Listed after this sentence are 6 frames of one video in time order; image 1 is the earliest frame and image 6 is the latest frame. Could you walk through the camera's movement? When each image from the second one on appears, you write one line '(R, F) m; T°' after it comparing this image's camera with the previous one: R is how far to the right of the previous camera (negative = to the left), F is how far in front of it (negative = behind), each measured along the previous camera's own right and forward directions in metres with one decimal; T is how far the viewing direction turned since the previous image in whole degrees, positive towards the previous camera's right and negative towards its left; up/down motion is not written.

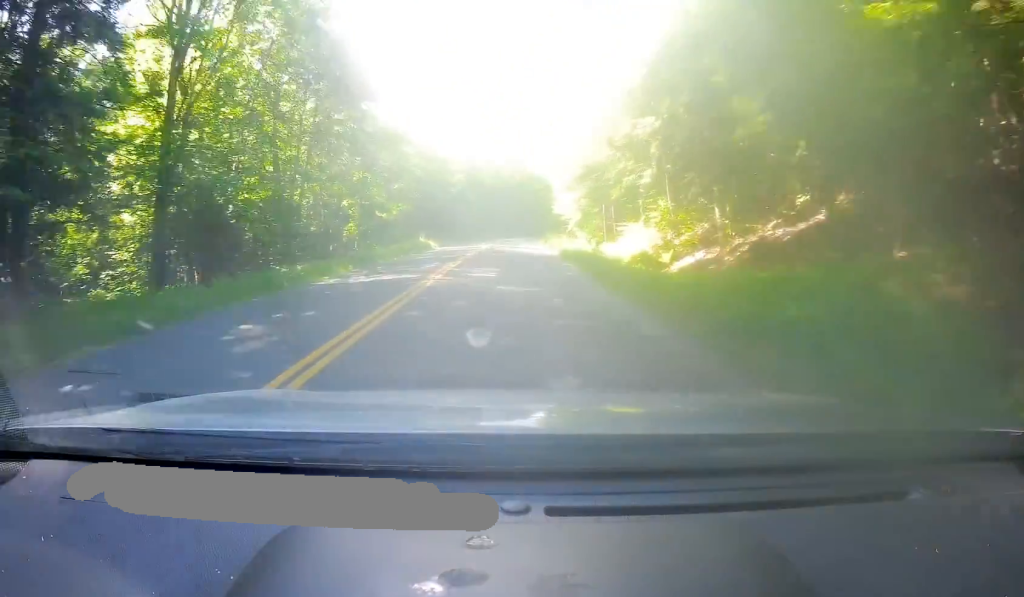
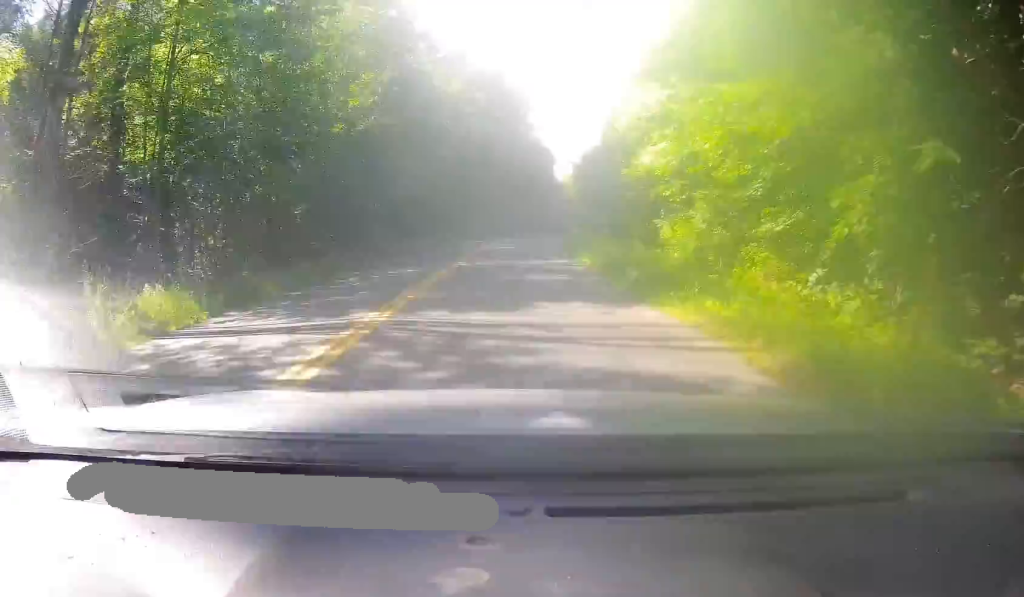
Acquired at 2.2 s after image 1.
(+0.1, +38.2) m; +2°
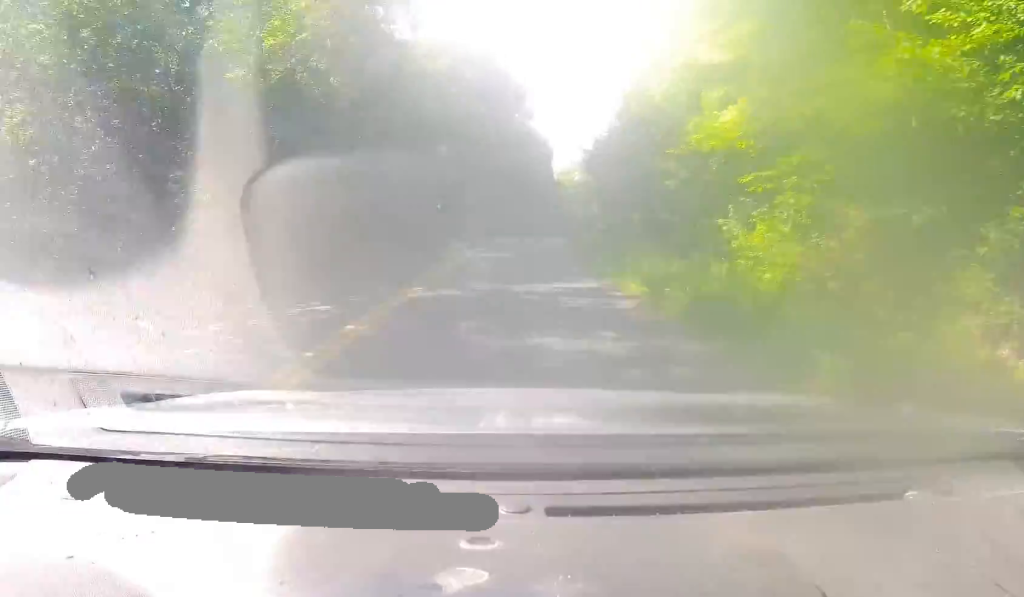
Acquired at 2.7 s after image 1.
(+0.3, +9.2) m; 0°
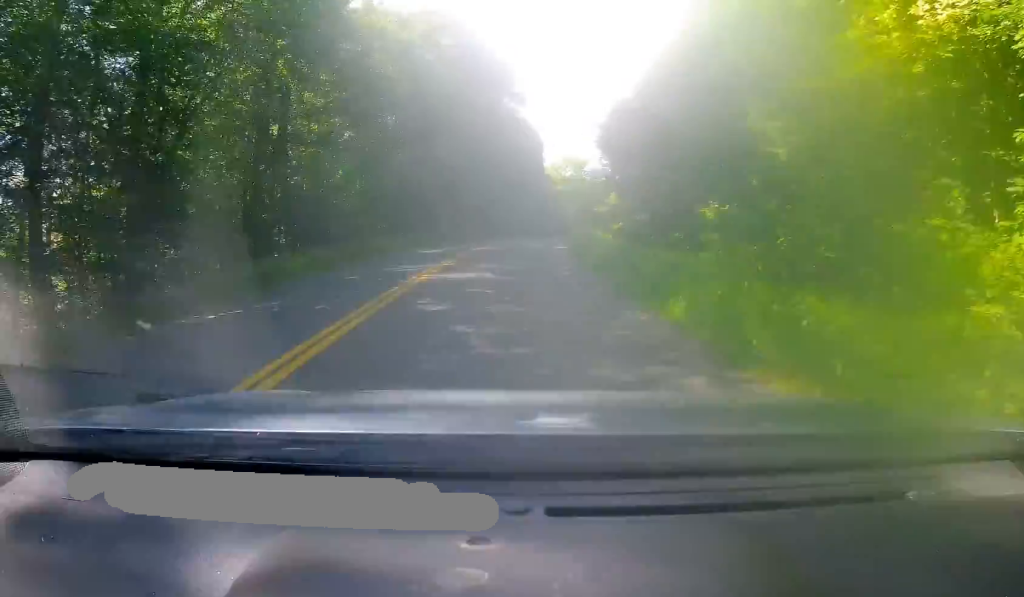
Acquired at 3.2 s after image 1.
(-0.1, +10.5) m; 0°
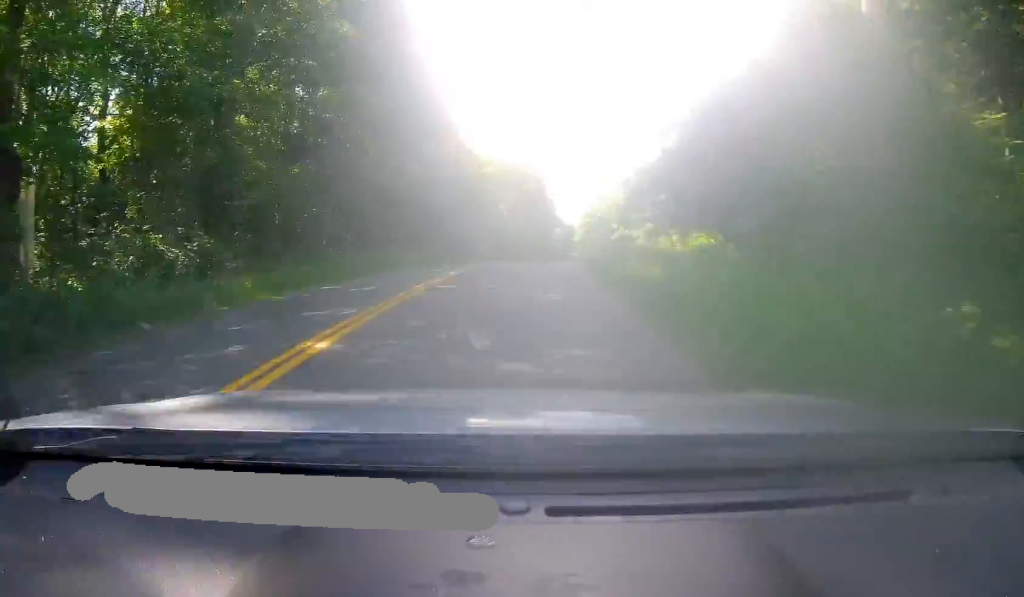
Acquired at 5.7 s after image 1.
(+2.4, +43.8) m; +5°
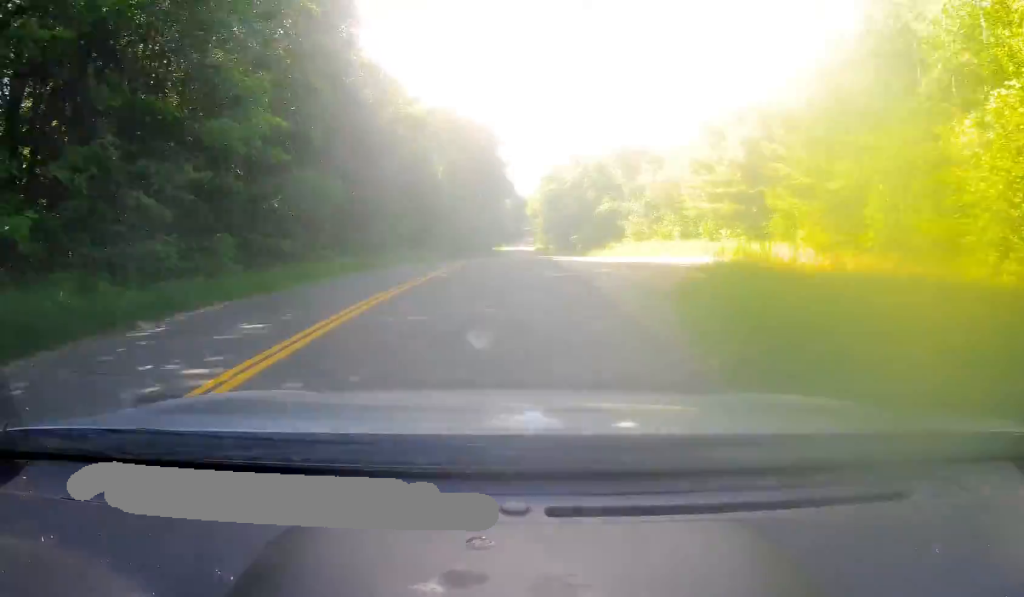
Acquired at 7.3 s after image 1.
(-0.6, +28.5) m; +2°
